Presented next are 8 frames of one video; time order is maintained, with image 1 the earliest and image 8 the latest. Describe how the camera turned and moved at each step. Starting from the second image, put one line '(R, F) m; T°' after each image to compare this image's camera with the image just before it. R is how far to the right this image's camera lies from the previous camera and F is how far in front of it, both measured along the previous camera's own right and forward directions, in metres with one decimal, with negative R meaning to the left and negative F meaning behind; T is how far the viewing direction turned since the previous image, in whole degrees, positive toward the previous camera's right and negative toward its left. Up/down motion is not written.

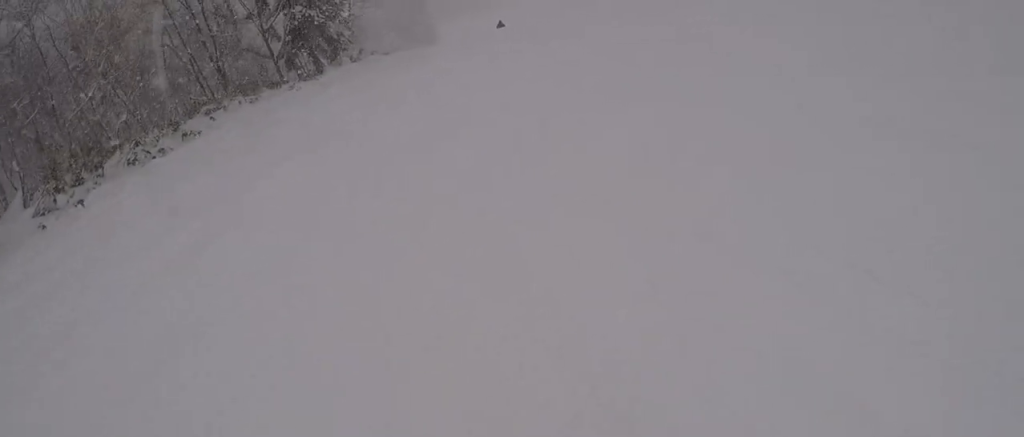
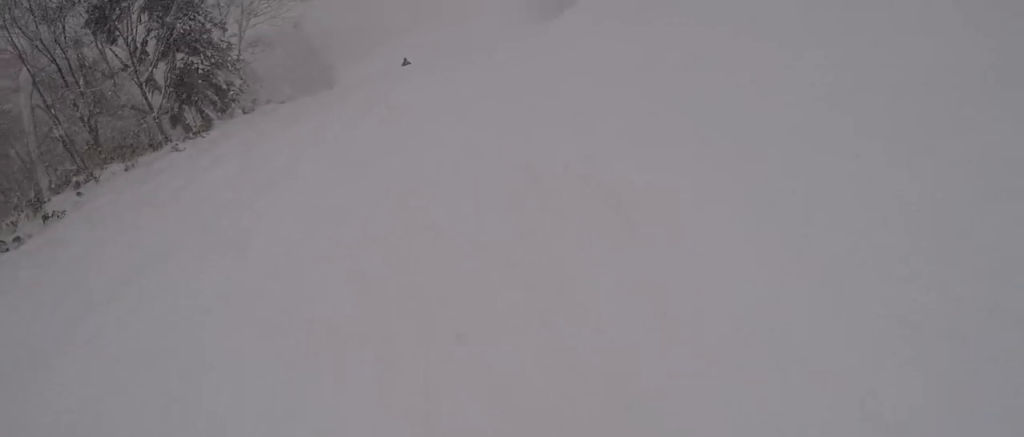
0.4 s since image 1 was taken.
(+0.1, +3.5) m; +8°
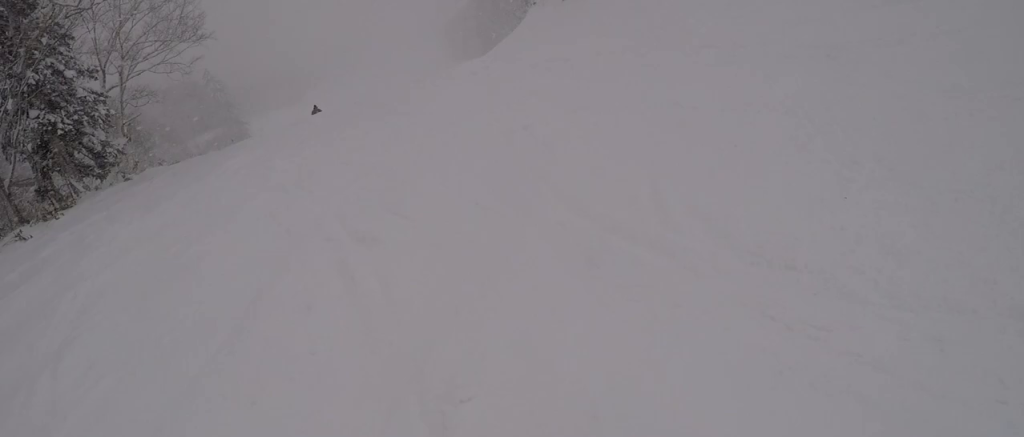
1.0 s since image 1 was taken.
(+0.7, +4.8) m; +2°
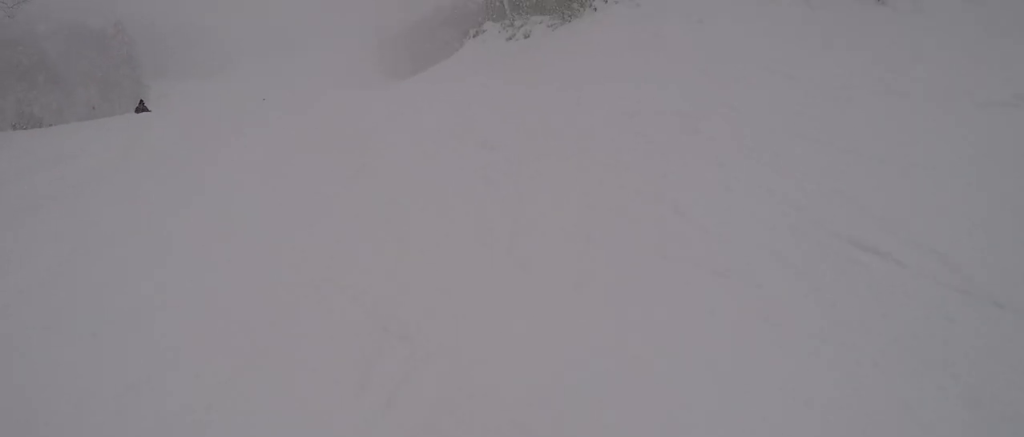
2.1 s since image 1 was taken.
(0.0, +7.1) m; -18°
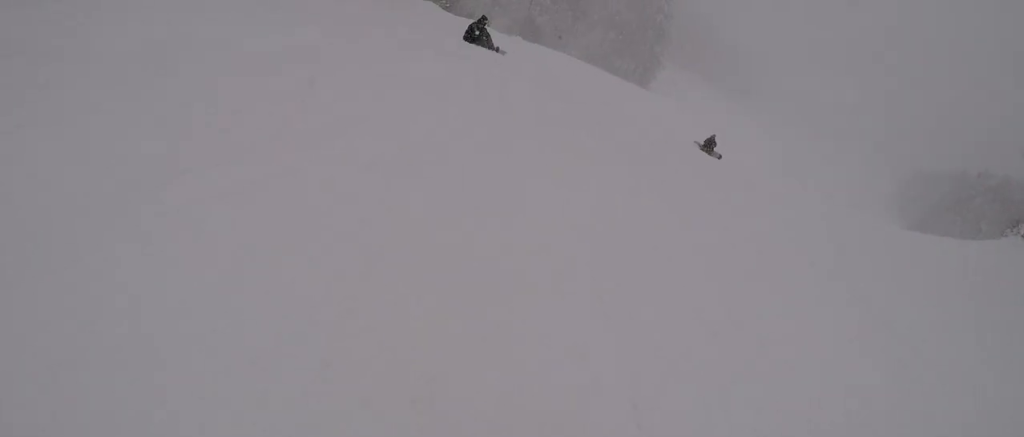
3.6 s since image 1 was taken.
(-3.3, +7.5) m; -46°
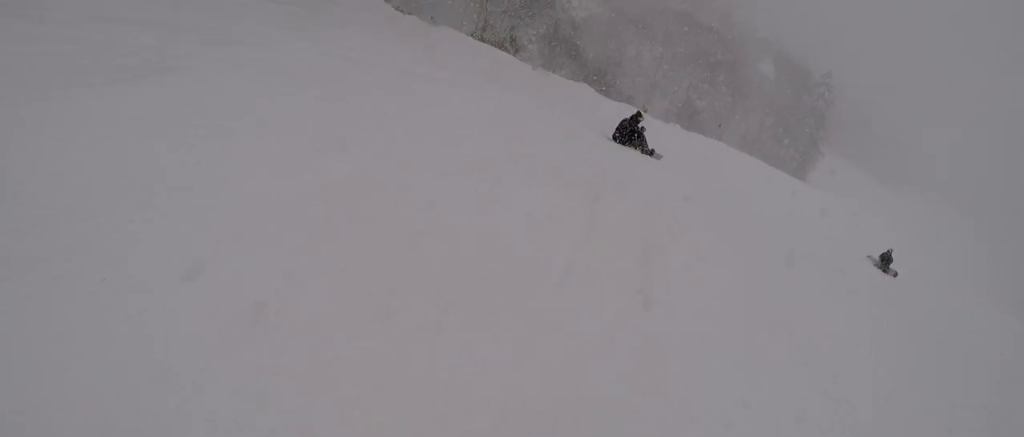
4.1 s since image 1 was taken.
(-0.4, +2.0) m; -11°
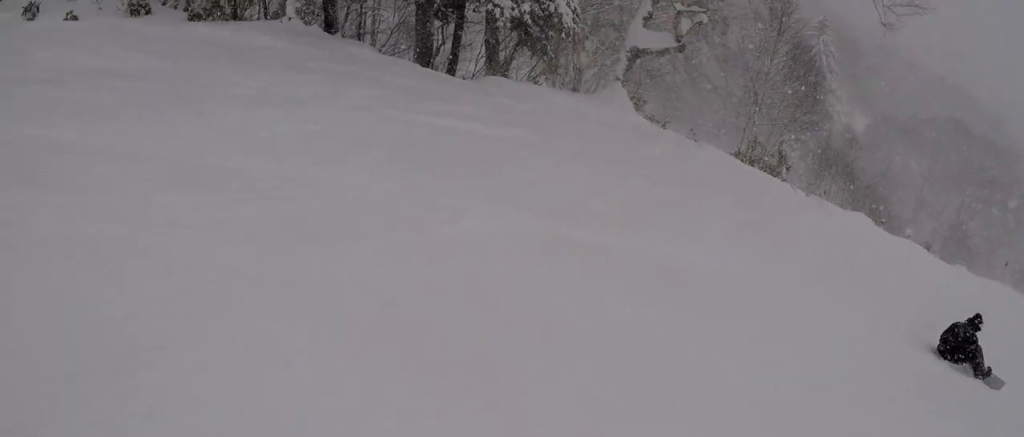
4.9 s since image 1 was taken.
(-0.6, +3.5) m; -6°
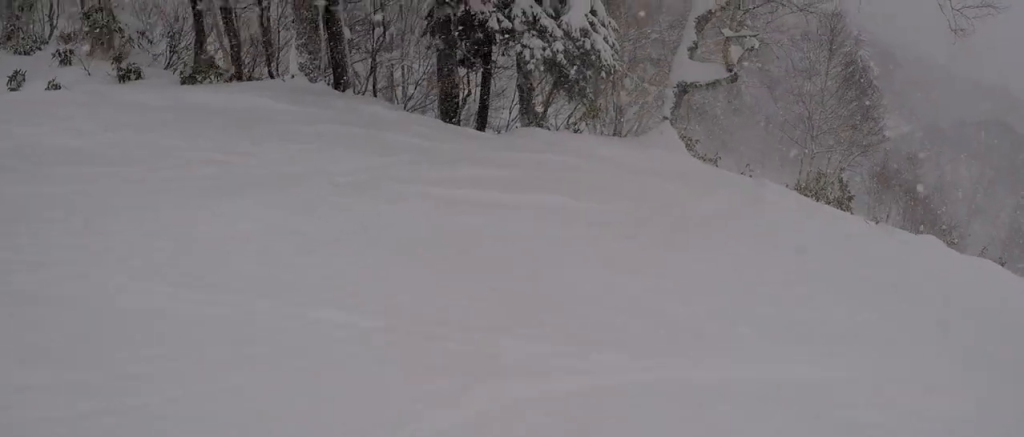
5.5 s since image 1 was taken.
(-0.8, +1.8) m; +14°
